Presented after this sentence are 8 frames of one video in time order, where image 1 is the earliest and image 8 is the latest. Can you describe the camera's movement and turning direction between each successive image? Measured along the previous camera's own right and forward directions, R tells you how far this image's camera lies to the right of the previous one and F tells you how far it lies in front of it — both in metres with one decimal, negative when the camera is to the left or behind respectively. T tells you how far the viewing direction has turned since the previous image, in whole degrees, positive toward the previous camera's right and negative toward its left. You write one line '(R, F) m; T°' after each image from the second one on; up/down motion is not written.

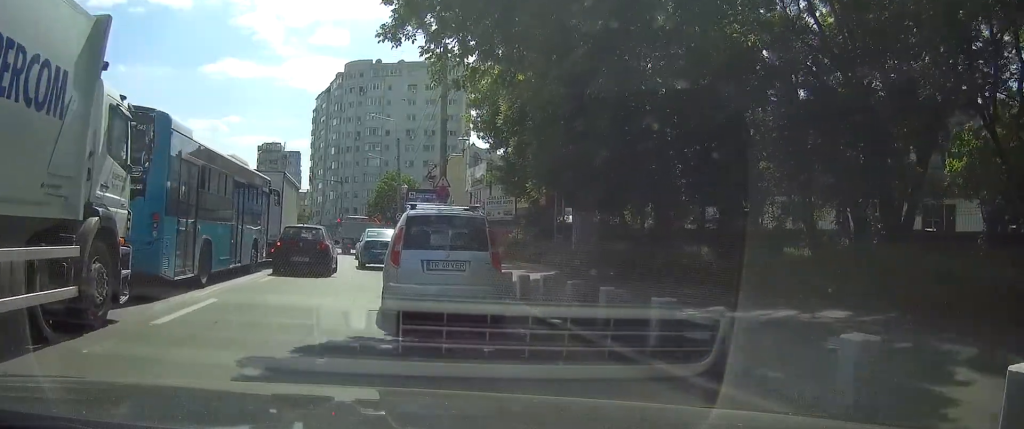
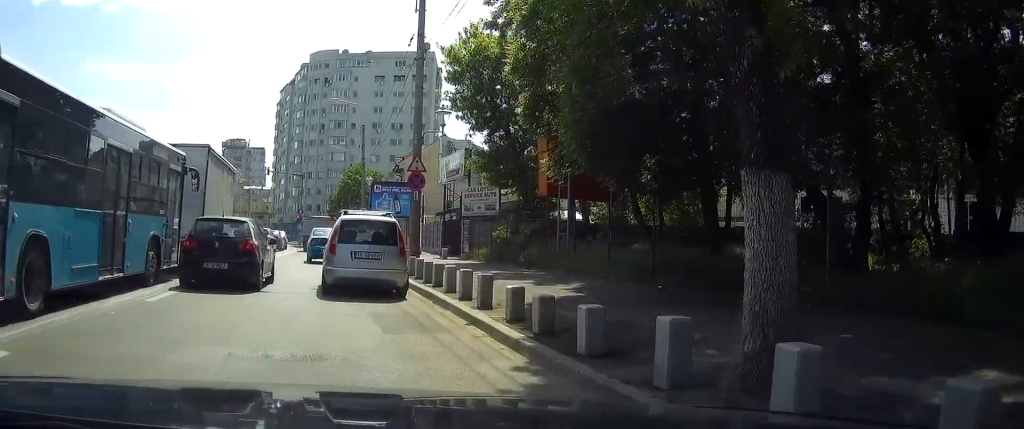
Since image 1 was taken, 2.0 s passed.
(+0.2, +6.2) m; +4°
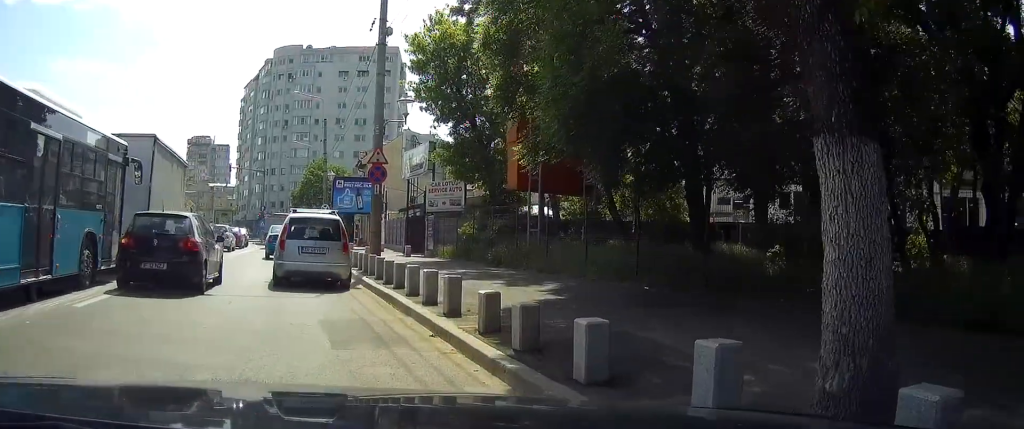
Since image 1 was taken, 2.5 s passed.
(0.0, +1.5) m; -1°
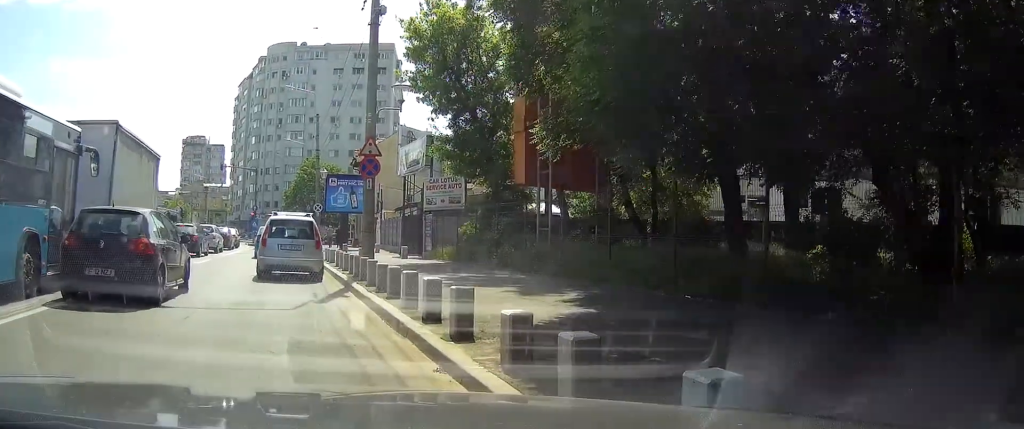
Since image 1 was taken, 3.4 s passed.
(0.0, +2.4) m; -3°
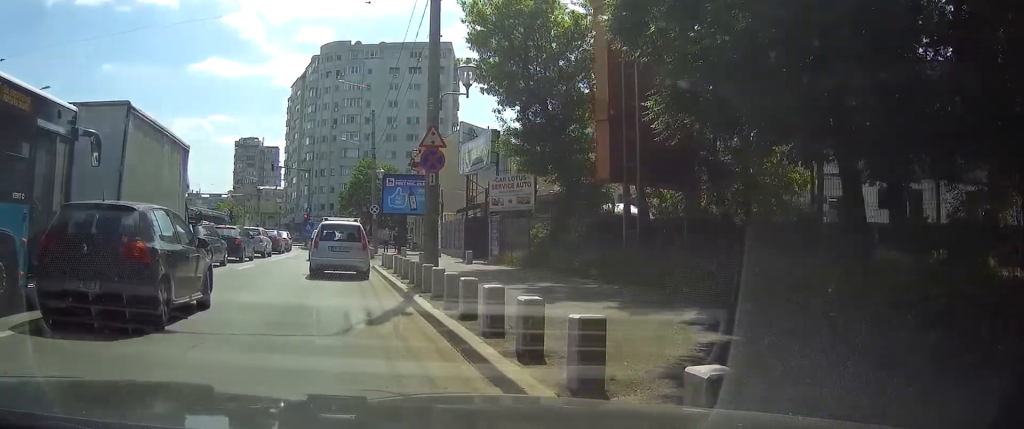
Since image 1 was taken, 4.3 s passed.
(-0.1, +2.5) m; -3°
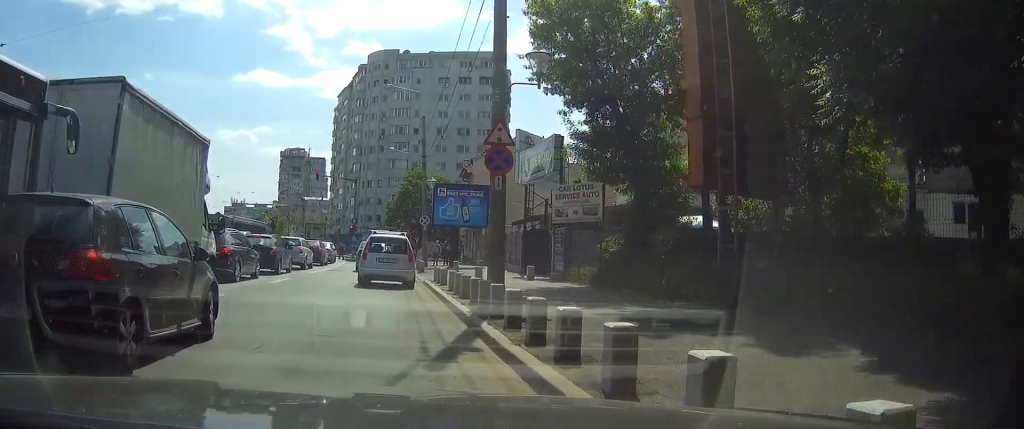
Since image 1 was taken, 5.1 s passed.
(0.0, +2.7) m; -1°
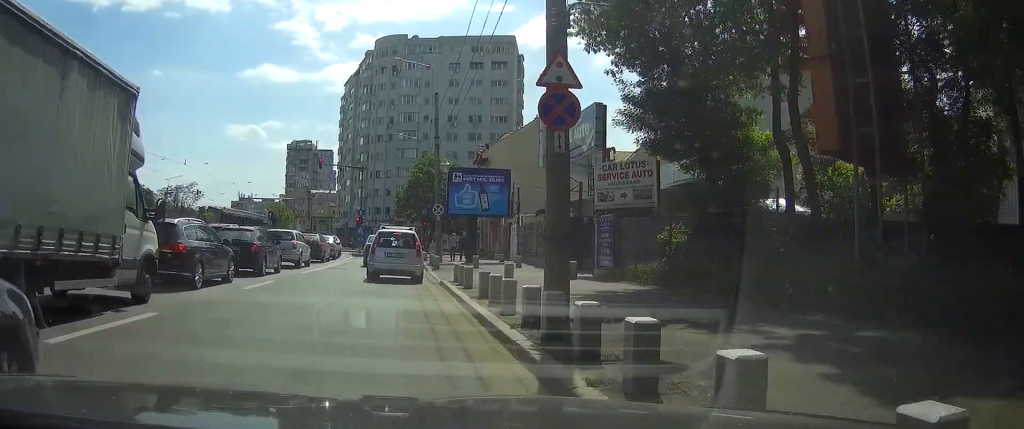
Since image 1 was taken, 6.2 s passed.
(-0.1, +4.3) m; -1°
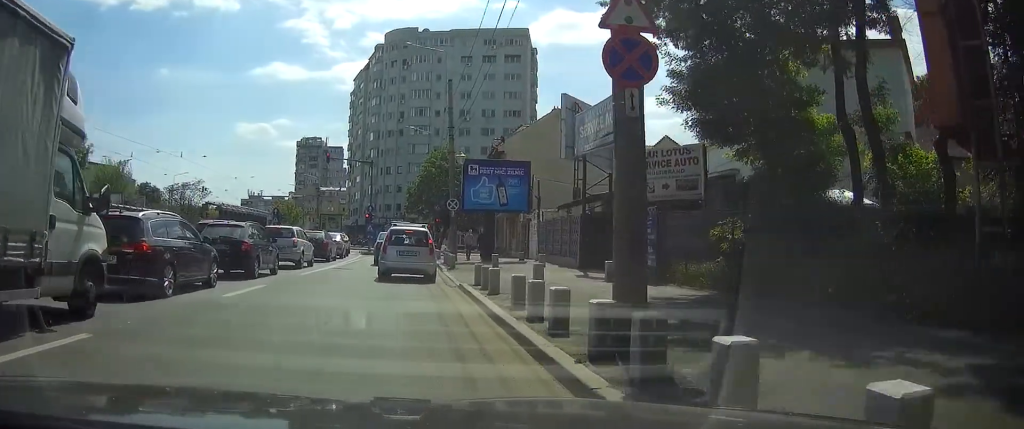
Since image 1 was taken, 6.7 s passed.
(0.0, +2.4) m; 0°
